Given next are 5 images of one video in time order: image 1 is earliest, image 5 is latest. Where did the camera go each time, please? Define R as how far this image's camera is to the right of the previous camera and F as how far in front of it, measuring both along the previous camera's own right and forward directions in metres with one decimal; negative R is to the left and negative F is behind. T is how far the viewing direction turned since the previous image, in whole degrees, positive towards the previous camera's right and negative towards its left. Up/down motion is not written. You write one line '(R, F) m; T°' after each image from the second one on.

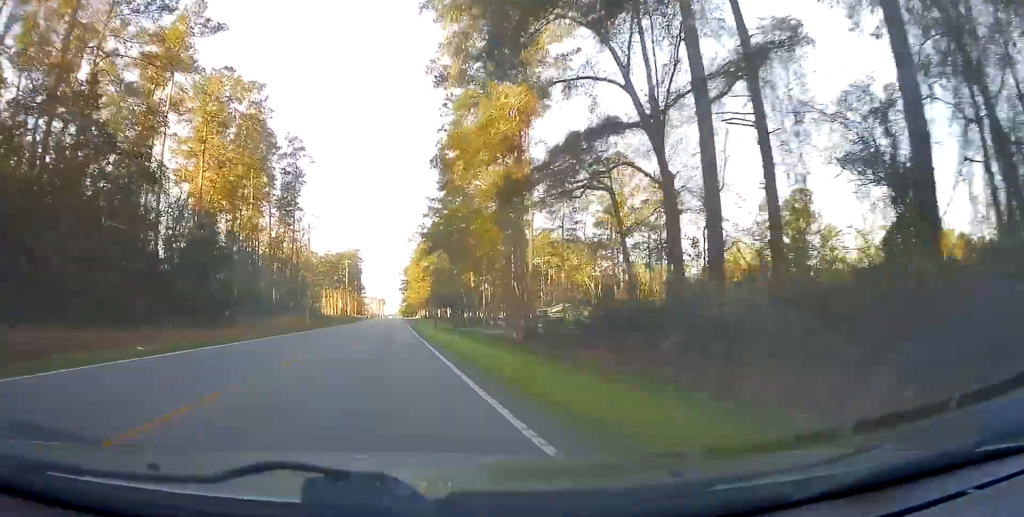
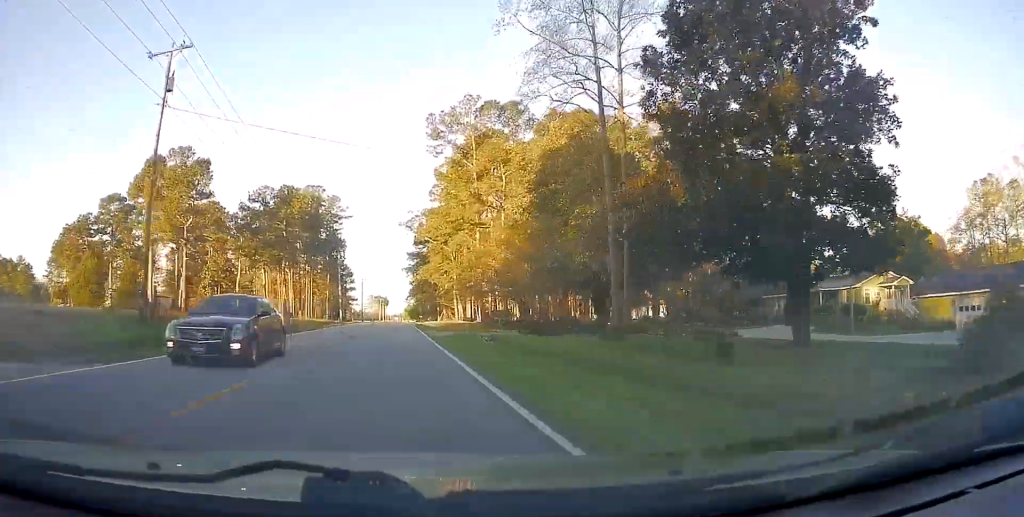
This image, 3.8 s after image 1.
(-1.0, +105.1) m; -1°
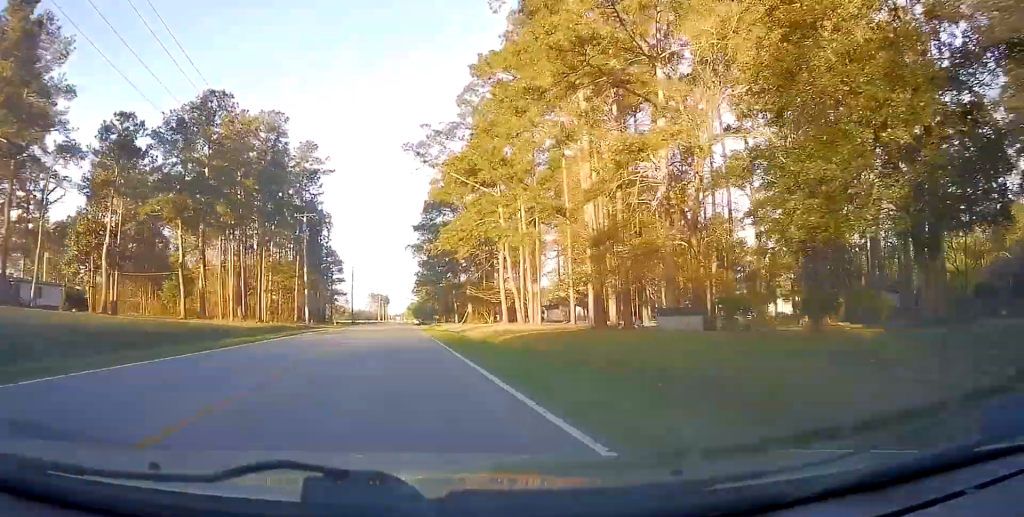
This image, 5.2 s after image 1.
(+0.7, +39.8) m; +1°
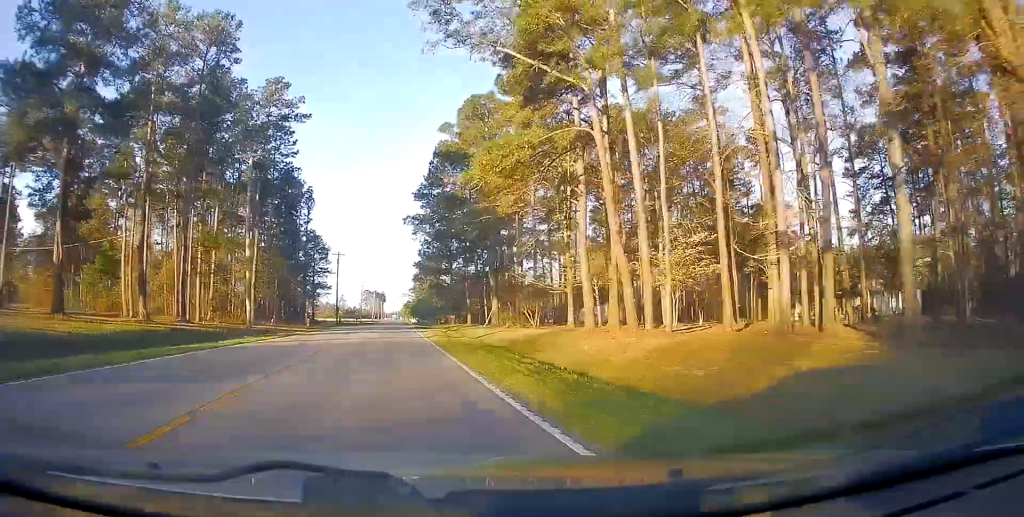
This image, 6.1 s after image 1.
(-0.1, +23.6) m; 0°
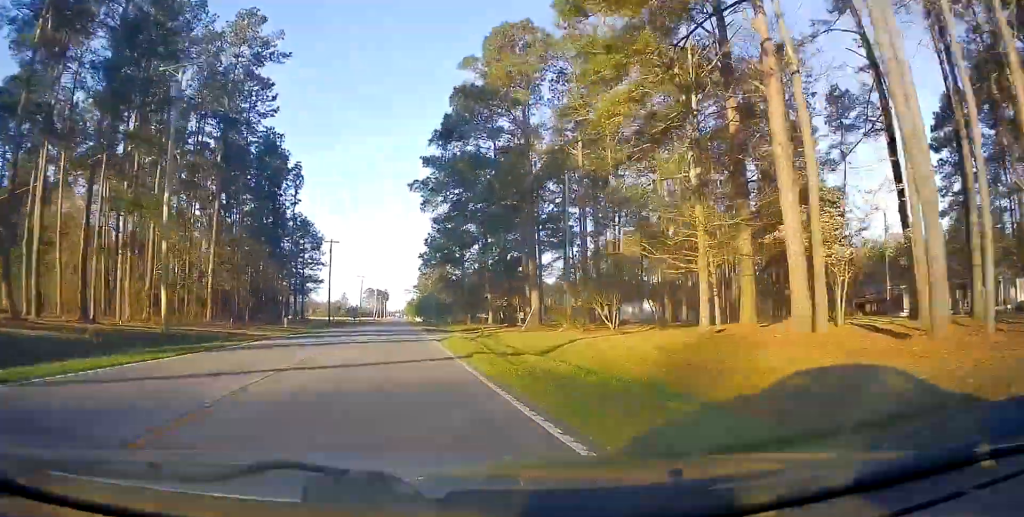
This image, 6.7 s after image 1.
(-0.3, +15.4) m; 0°
